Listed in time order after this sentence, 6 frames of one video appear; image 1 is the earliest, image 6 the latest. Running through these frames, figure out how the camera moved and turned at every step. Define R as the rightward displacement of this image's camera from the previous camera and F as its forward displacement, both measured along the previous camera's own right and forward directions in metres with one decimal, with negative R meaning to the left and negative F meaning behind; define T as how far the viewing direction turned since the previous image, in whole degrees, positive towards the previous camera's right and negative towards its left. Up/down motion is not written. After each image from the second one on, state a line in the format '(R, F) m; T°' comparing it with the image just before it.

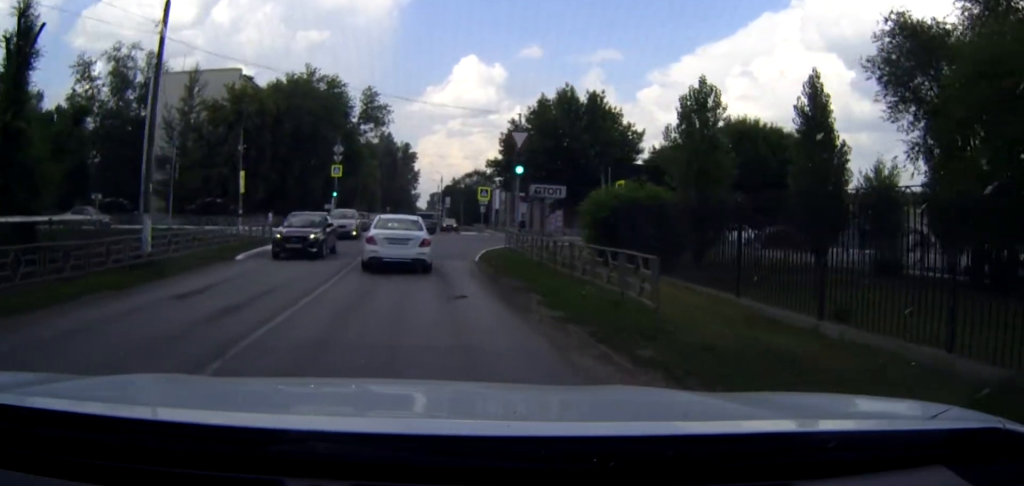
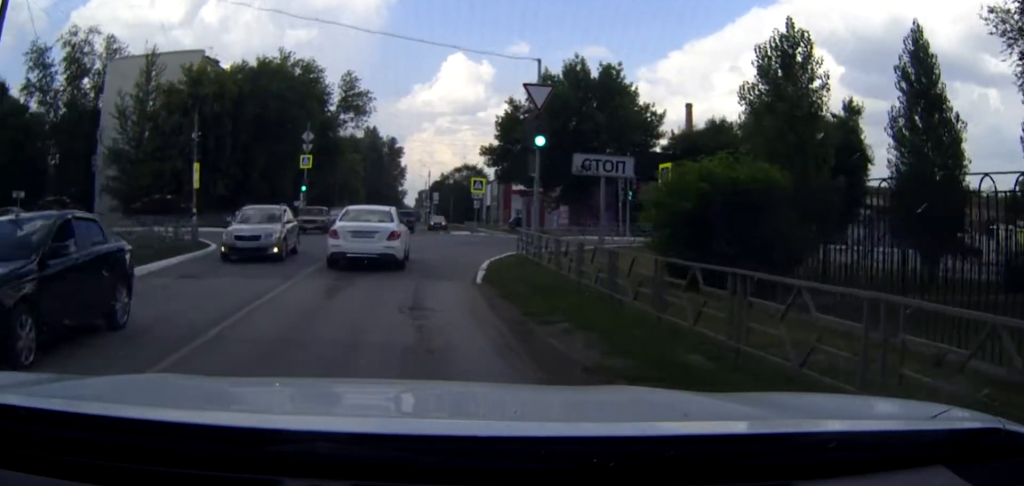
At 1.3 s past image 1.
(+0.1, +8.6) m; 0°
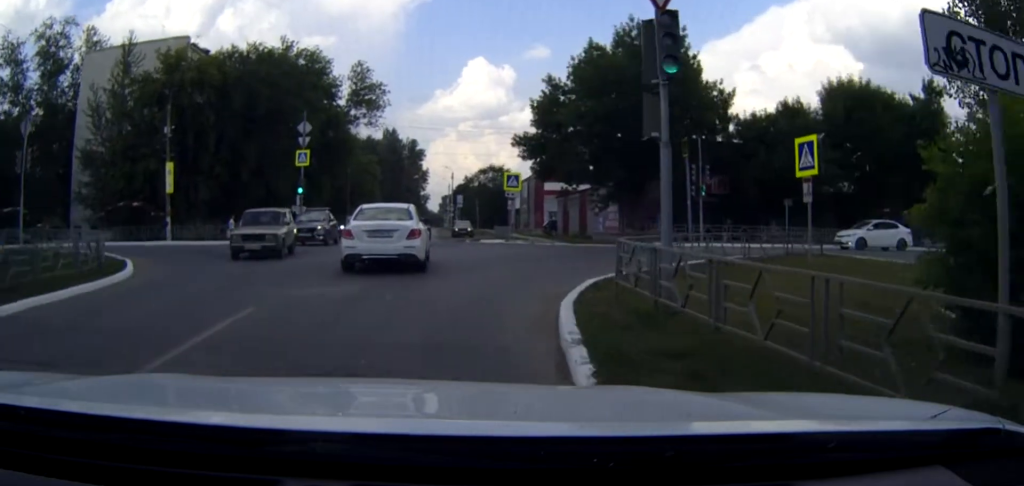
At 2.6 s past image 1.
(-0.2, +9.1) m; -2°
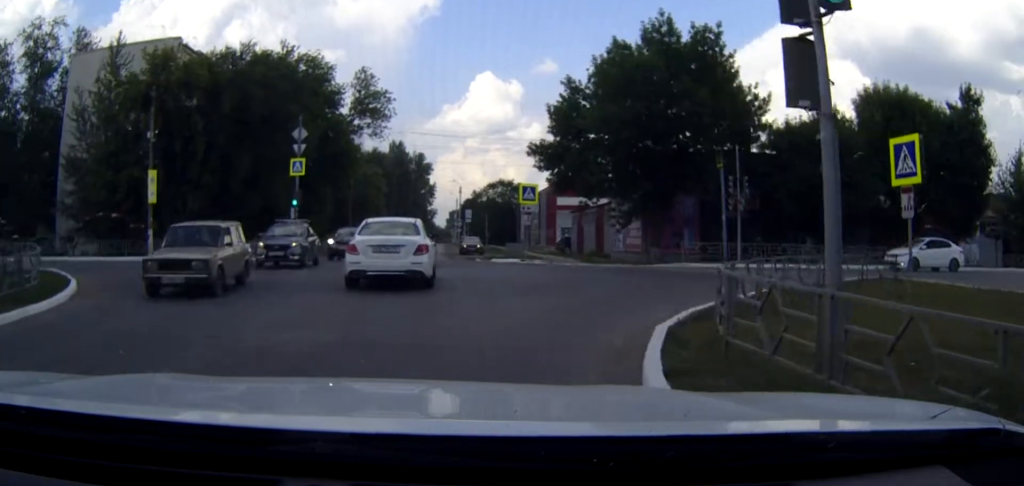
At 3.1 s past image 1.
(0.0, +3.8) m; -1°
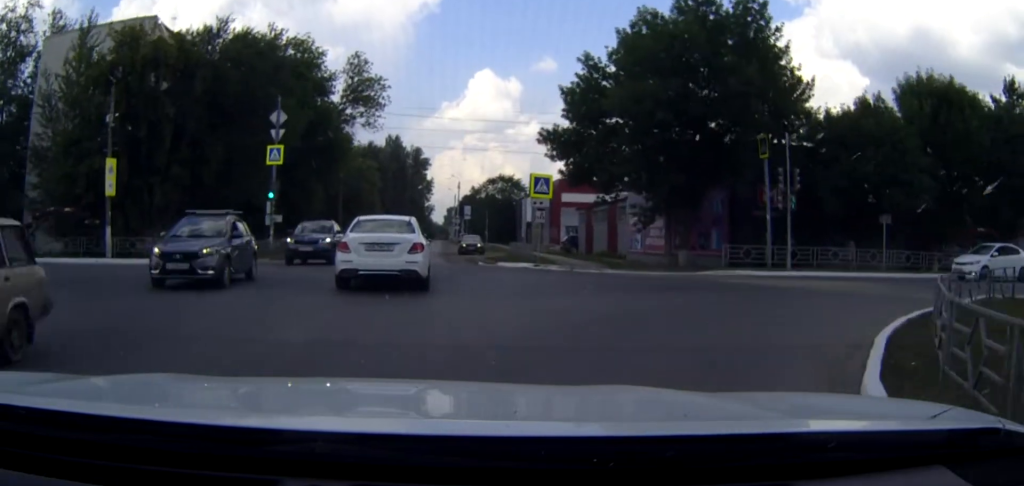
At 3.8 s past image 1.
(0.0, +4.9) m; 0°
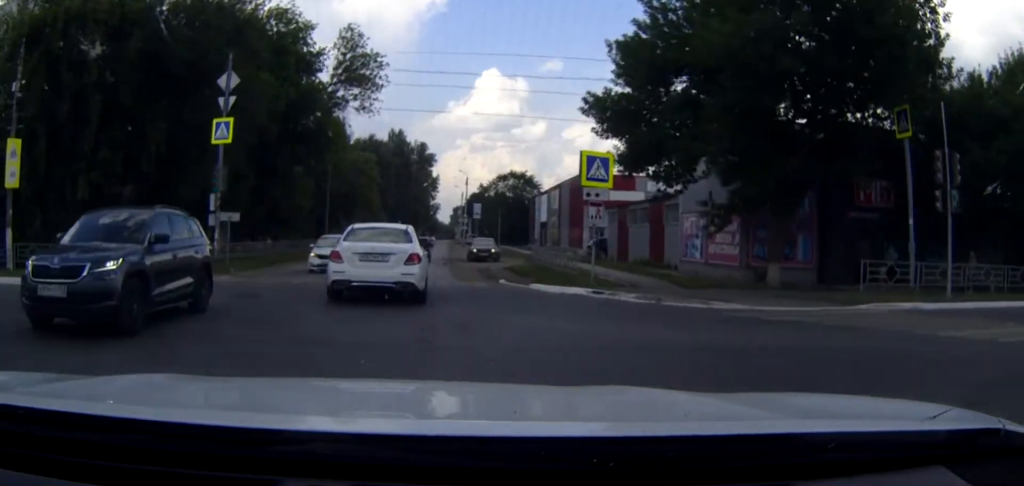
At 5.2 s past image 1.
(-0.1, +9.9) m; 0°
